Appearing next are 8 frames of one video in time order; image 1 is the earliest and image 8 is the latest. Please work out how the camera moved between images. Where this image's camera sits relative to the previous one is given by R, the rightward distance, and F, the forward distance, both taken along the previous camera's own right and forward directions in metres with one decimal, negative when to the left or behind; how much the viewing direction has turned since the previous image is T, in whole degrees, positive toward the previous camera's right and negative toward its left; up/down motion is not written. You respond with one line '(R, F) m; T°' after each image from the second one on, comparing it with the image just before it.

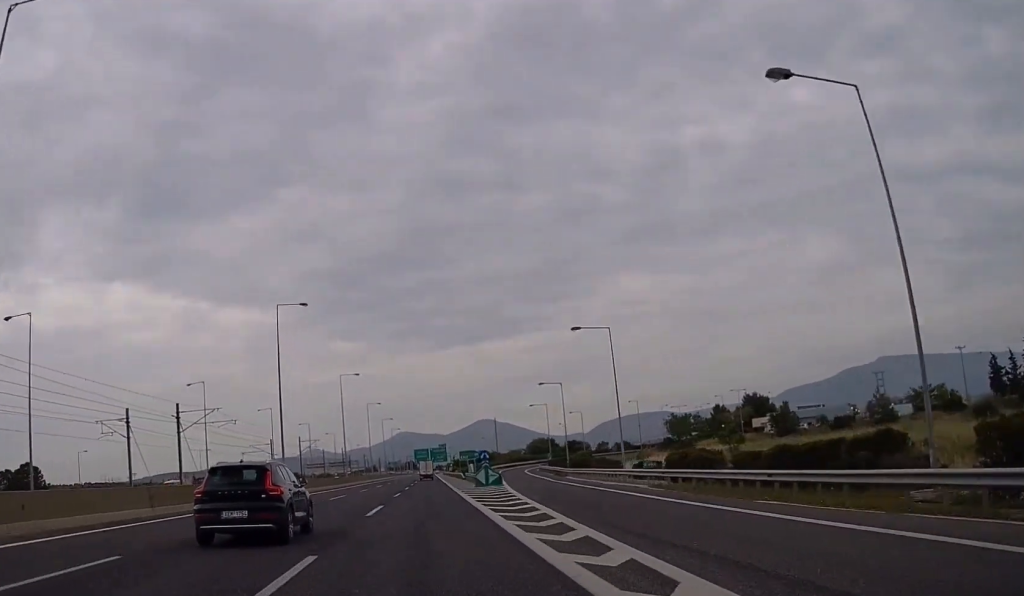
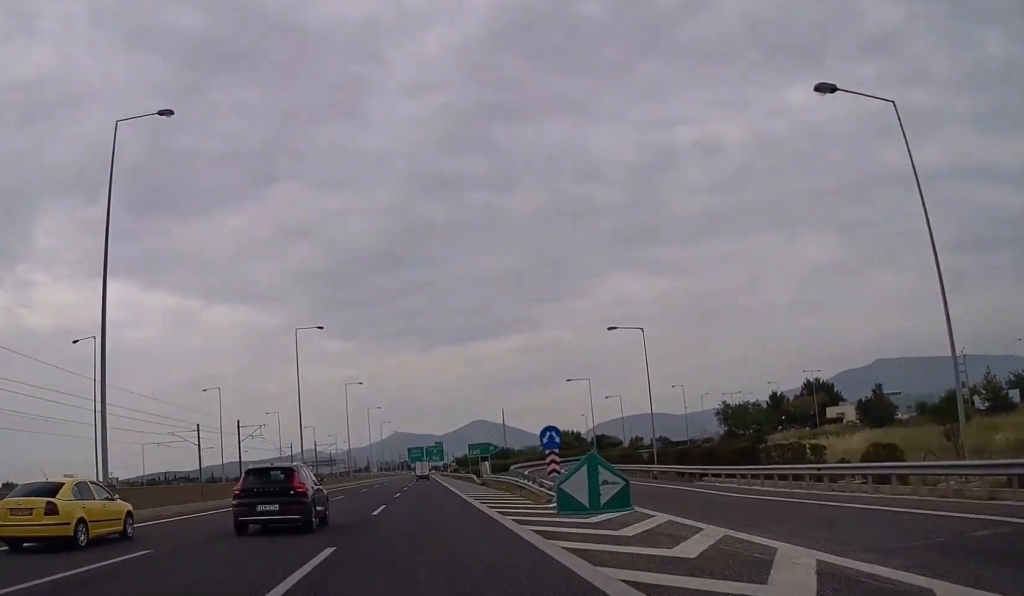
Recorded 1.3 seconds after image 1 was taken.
(+0.1, +34.6) m; 0°
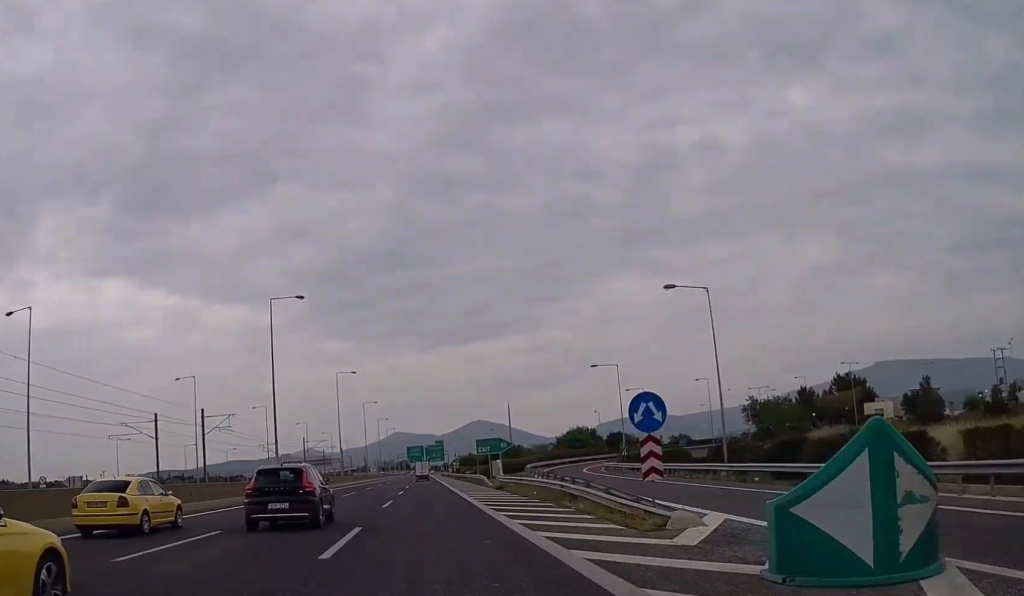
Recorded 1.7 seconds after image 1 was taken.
(0.0, +12.7) m; 0°
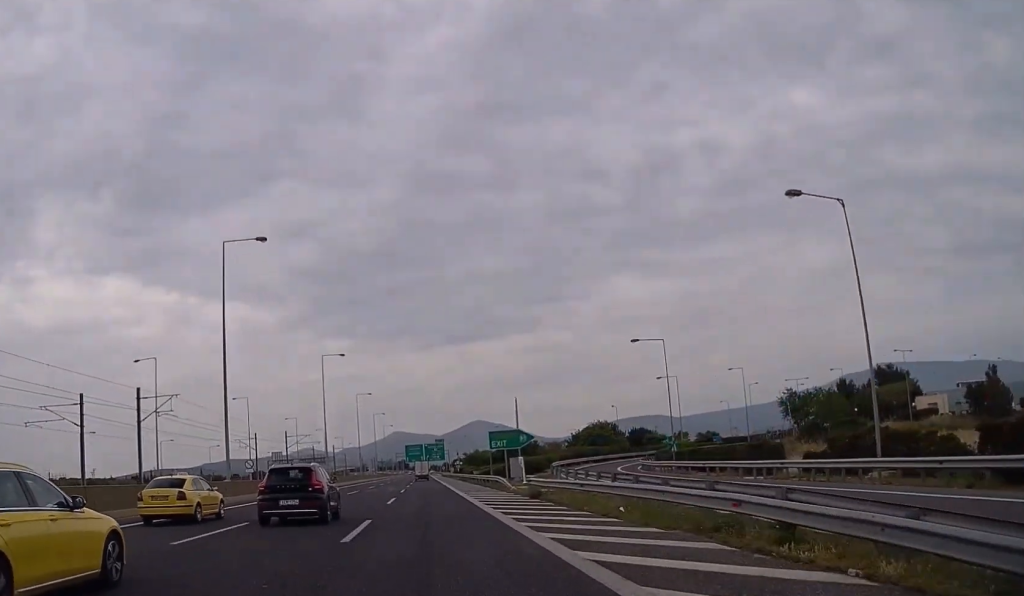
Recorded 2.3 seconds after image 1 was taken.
(0.0, +15.2) m; 0°
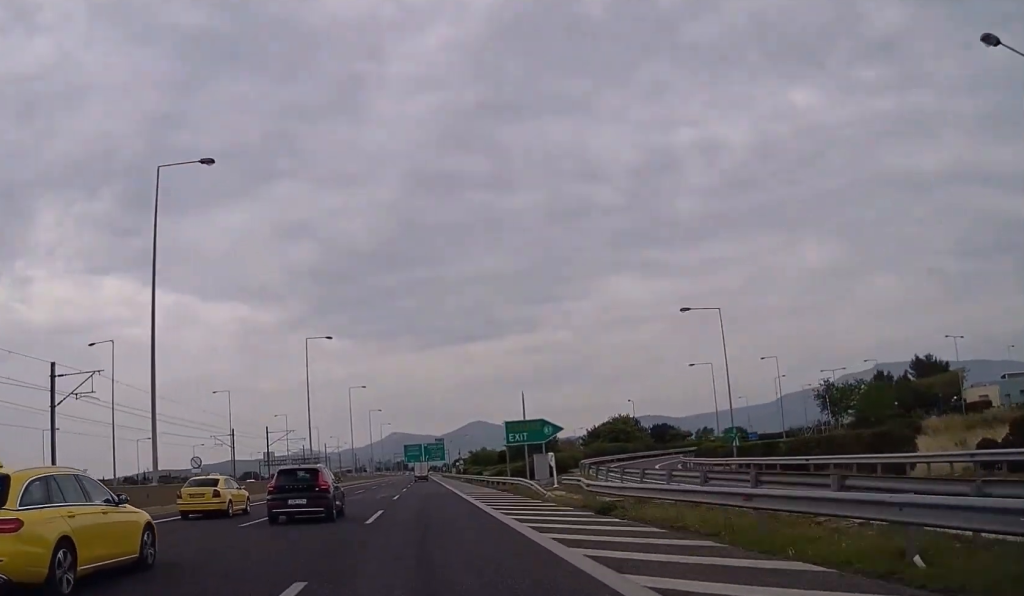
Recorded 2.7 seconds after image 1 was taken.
(0.0, +11.7) m; 0°
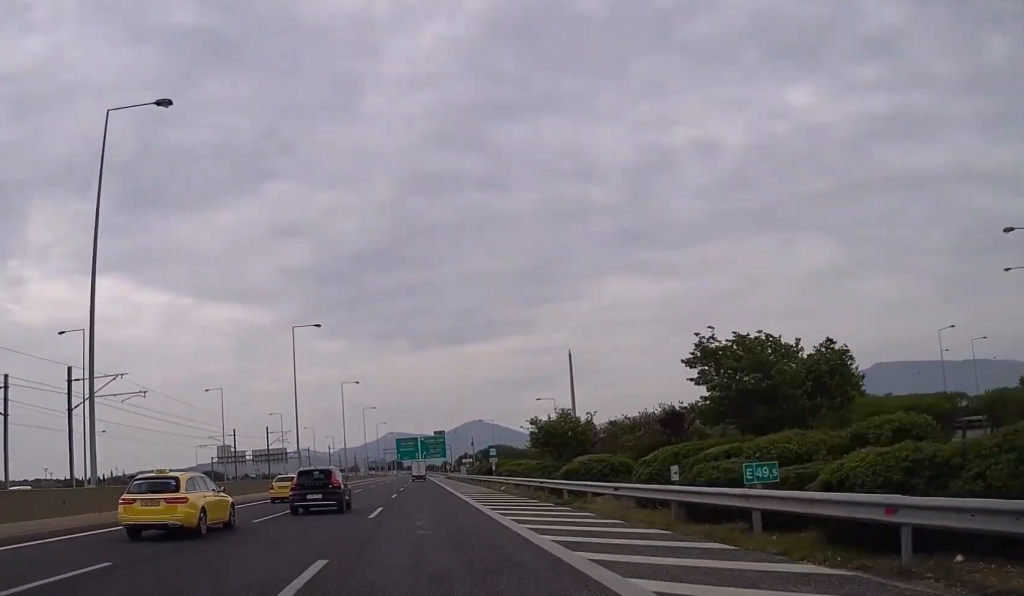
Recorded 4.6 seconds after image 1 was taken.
(+0.5, +51.3) m; +1°
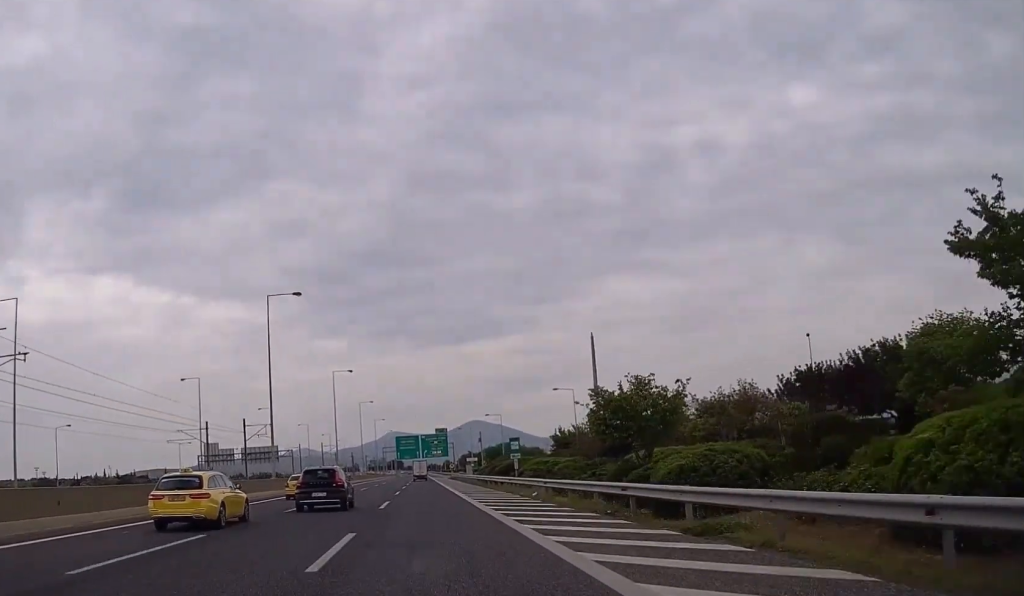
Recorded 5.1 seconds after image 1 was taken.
(0.0, +12.6) m; 0°
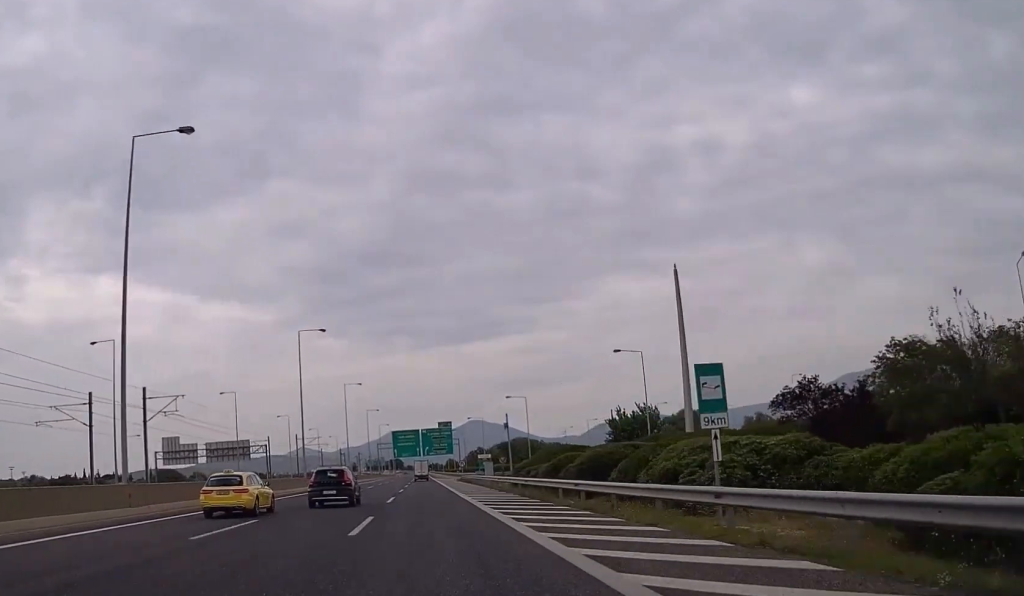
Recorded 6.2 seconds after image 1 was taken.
(0.0, +29.8) m; 0°
